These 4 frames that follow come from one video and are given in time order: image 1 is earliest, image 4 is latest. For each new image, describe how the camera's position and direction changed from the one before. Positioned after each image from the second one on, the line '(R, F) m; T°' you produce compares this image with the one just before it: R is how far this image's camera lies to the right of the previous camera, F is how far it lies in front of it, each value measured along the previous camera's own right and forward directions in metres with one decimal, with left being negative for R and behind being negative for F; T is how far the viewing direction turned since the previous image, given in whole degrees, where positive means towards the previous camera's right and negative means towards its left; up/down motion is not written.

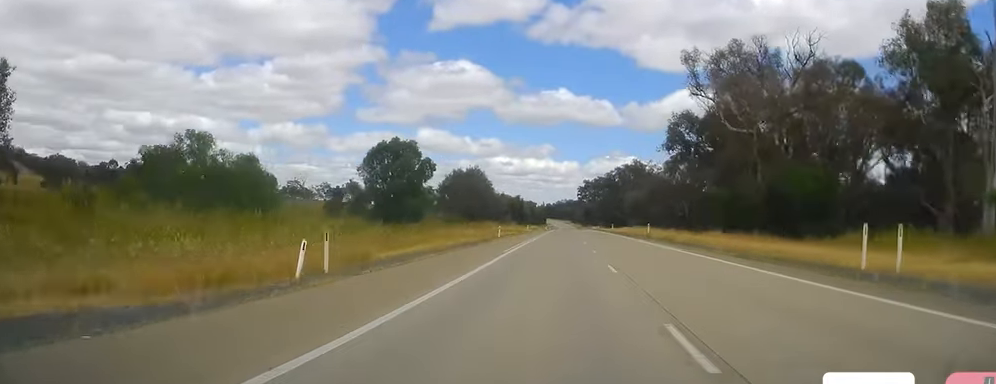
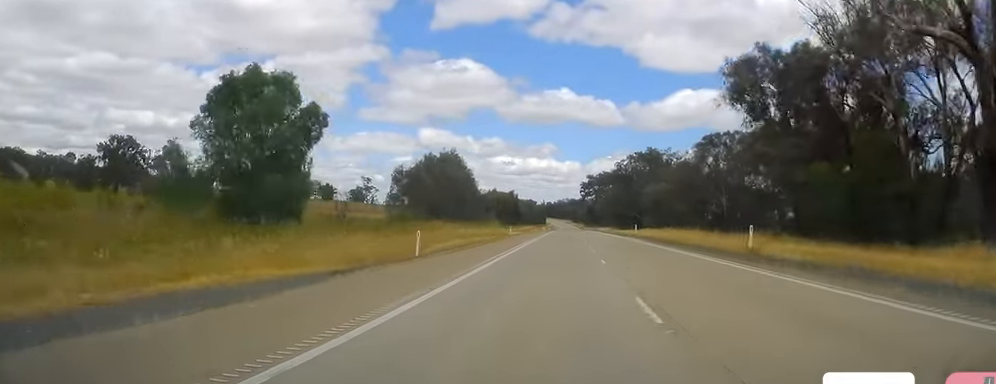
(-0.6, +33.6) m; 0°
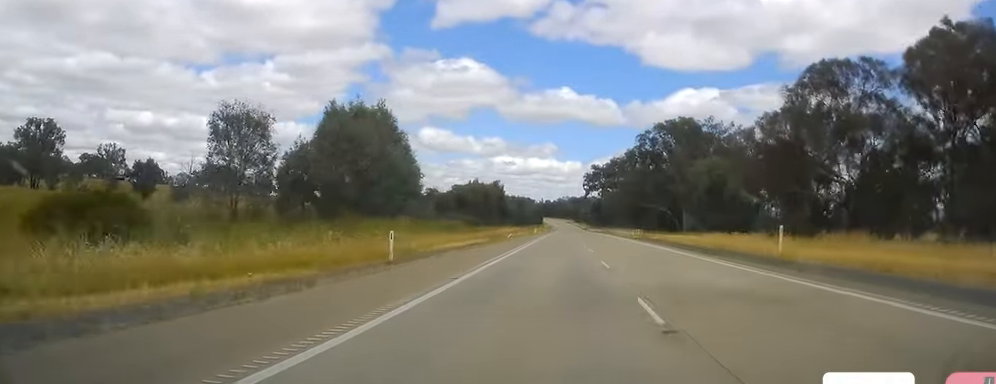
(+0.3, +48.7) m; 0°
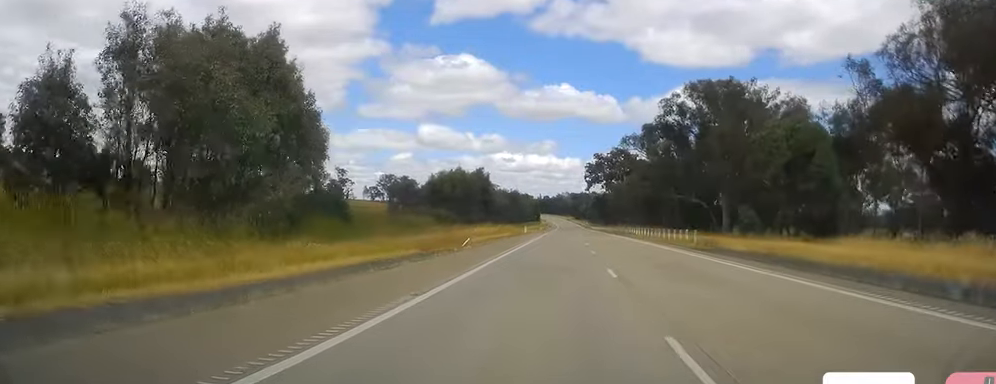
(0.0, +28.7) m; 0°
